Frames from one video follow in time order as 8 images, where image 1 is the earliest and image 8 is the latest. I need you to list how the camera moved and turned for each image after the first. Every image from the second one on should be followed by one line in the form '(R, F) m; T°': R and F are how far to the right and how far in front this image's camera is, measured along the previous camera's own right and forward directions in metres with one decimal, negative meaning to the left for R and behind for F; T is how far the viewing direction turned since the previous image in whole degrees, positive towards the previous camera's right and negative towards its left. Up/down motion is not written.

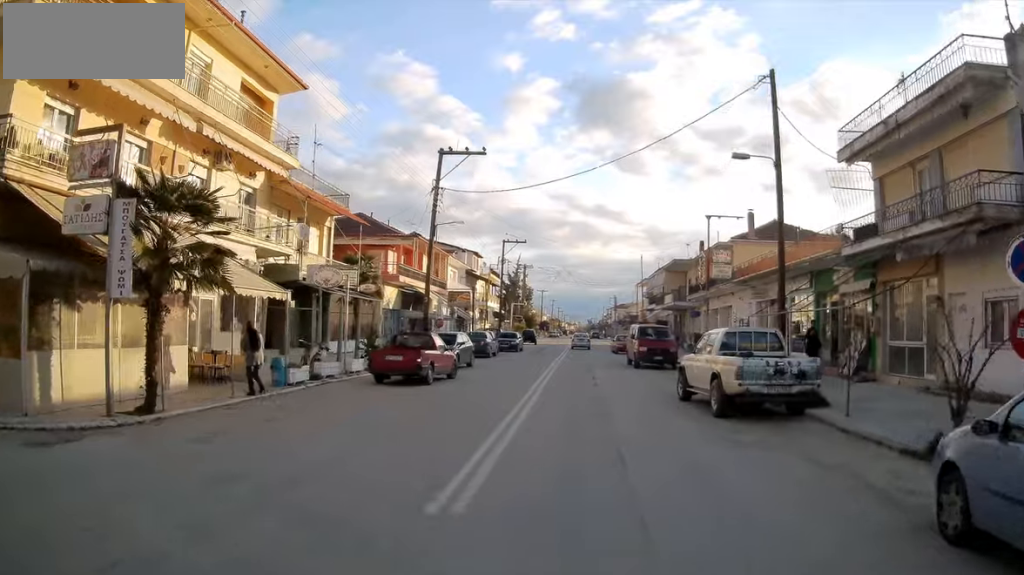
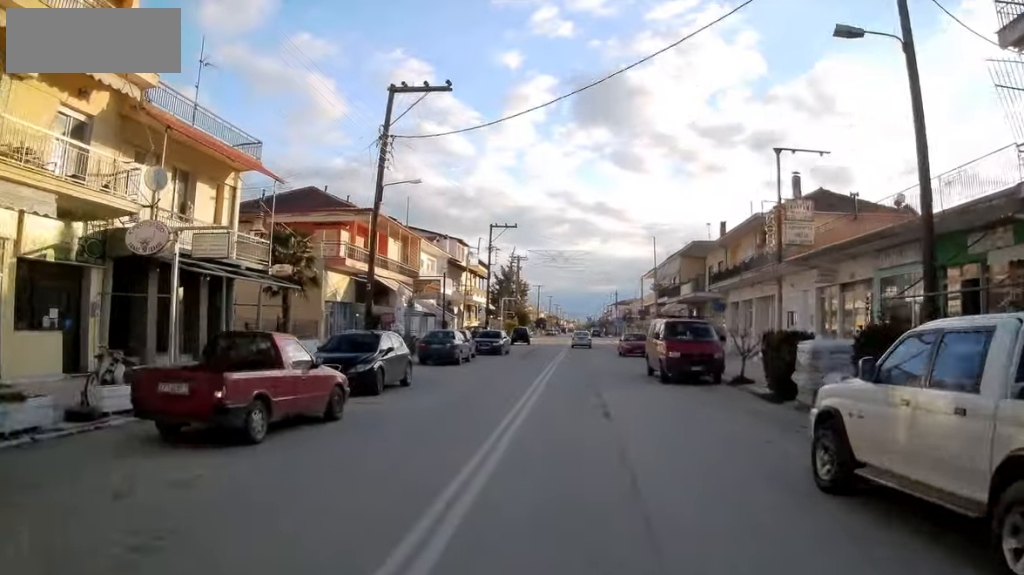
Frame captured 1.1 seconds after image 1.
(+0.4, +10.0) m; +1°
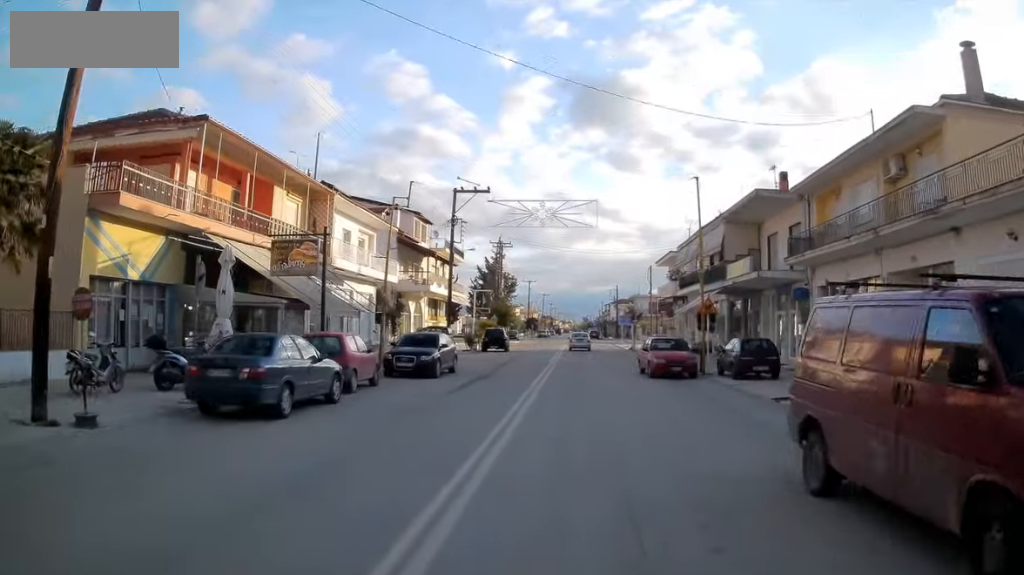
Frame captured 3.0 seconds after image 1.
(-0.3, +16.6) m; +1°
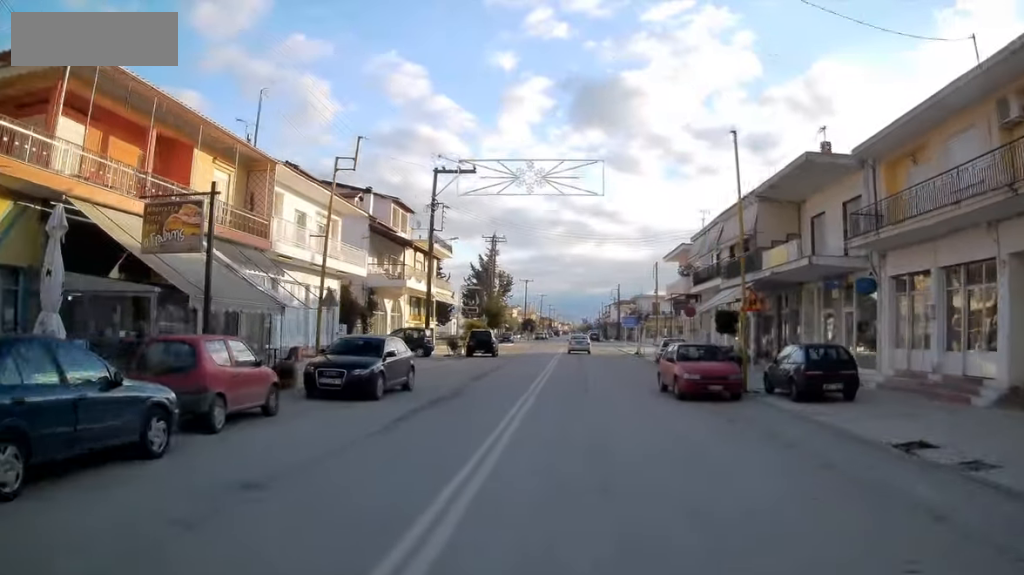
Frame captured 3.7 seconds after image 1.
(+0.2, +6.2) m; +1°
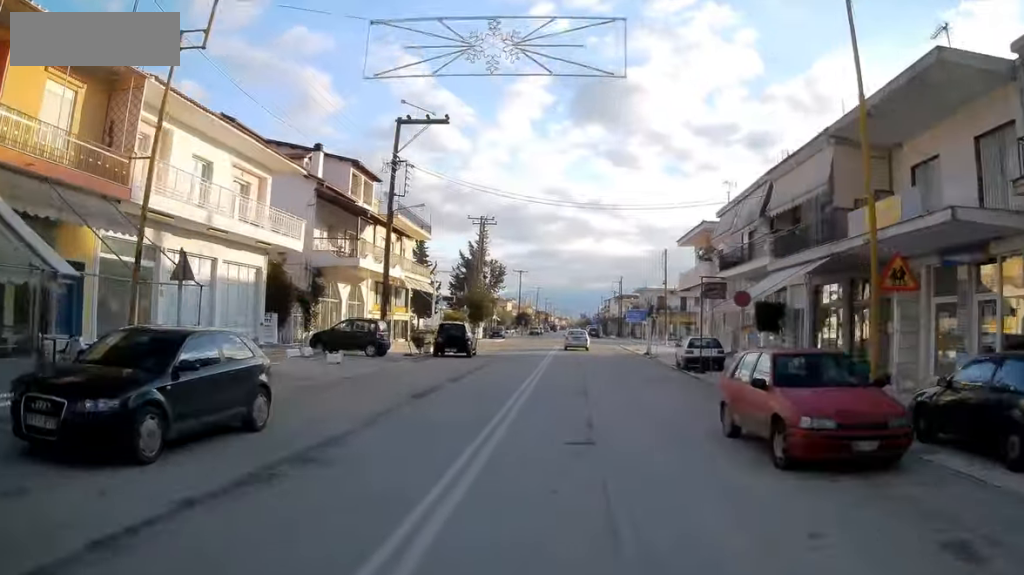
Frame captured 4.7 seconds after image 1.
(-0.3, +8.5) m; -2°
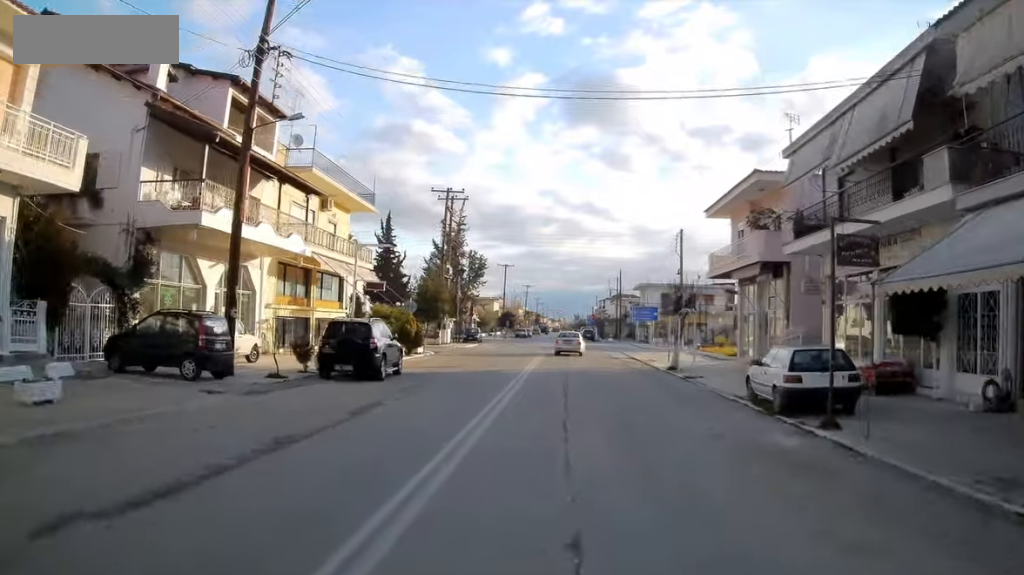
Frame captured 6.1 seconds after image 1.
(-0.4, +13.4) m; -4°
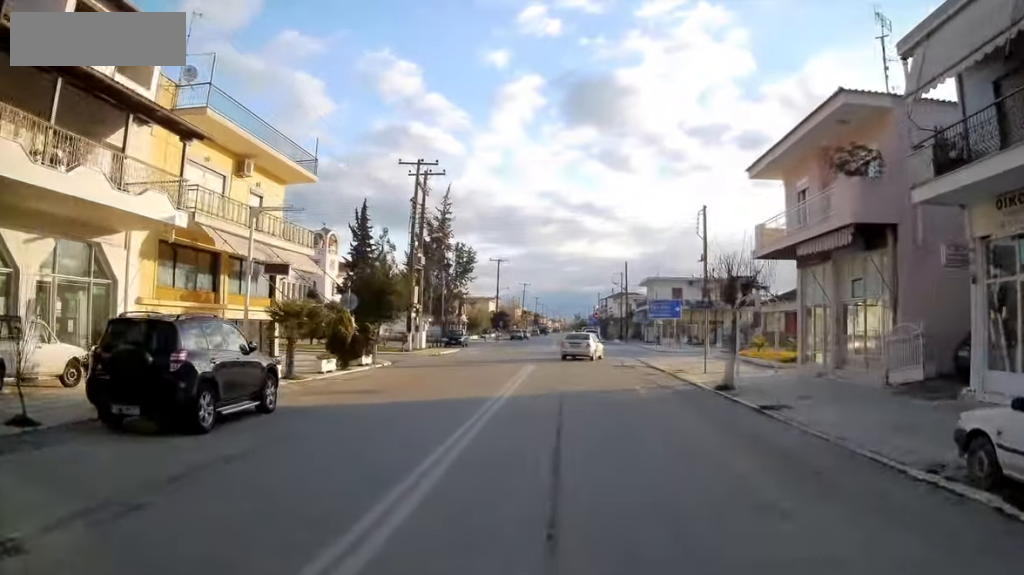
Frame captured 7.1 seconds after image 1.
(-0.1, +9.2) m; -1°
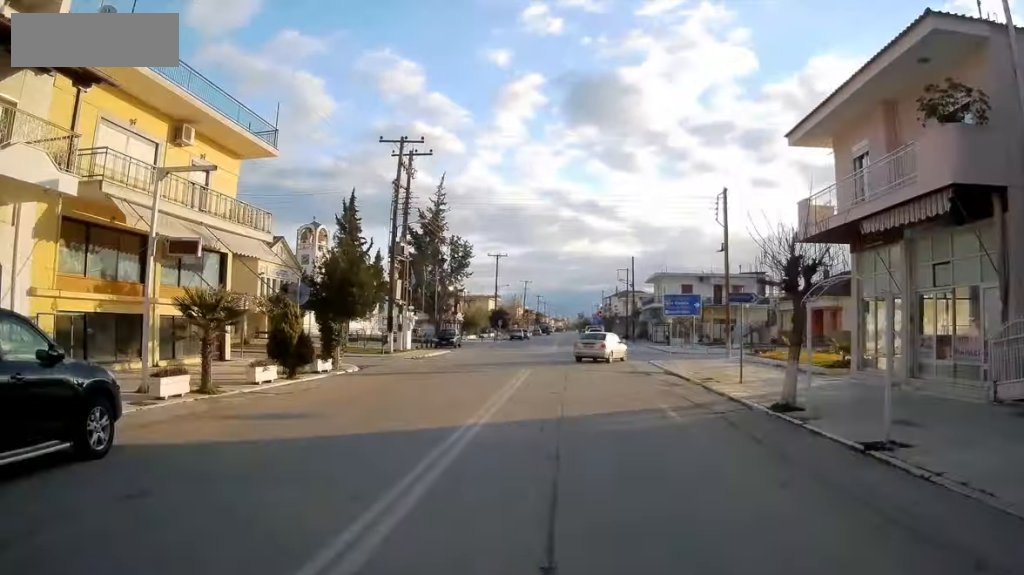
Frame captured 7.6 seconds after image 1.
(0.0, +4.8) m; 0°
